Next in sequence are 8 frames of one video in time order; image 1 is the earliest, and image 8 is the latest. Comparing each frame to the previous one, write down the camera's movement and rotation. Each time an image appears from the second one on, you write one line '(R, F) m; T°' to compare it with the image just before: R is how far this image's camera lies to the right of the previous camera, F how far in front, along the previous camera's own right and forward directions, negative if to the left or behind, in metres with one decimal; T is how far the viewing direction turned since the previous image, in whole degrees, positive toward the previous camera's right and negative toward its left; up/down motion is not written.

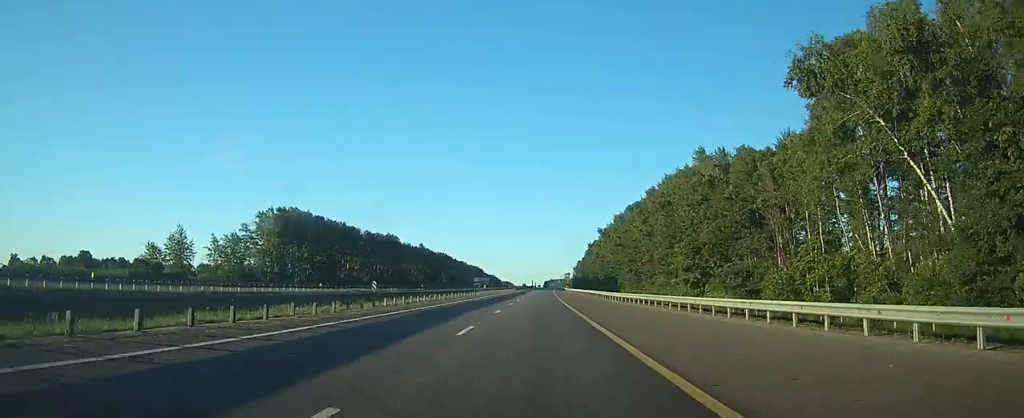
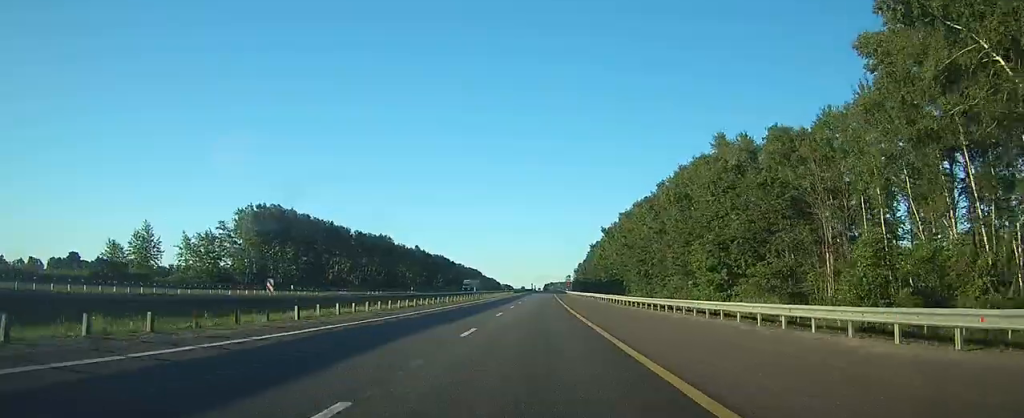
(0.0, +11.4) m; 0°
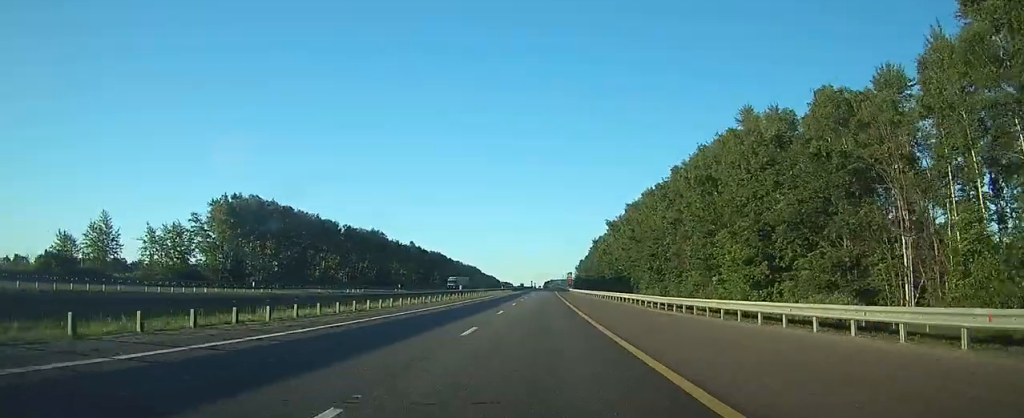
(0.0, +12.3) m; 0°
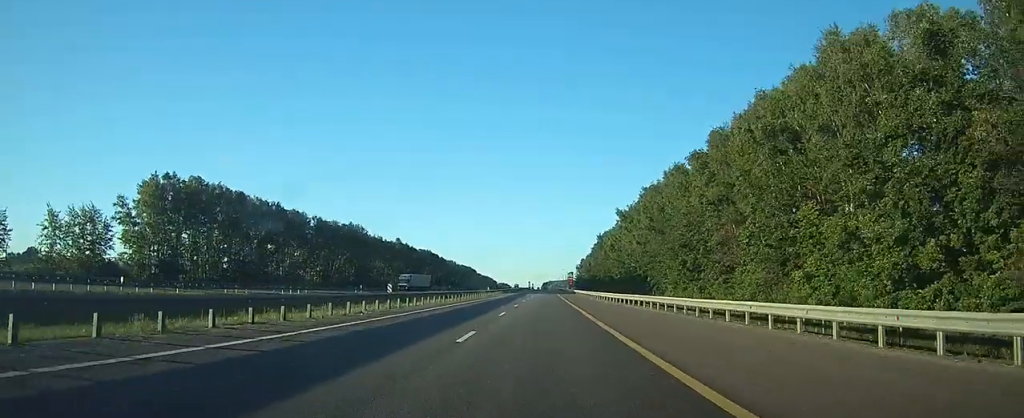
(0.0, +25.4) m; 0°
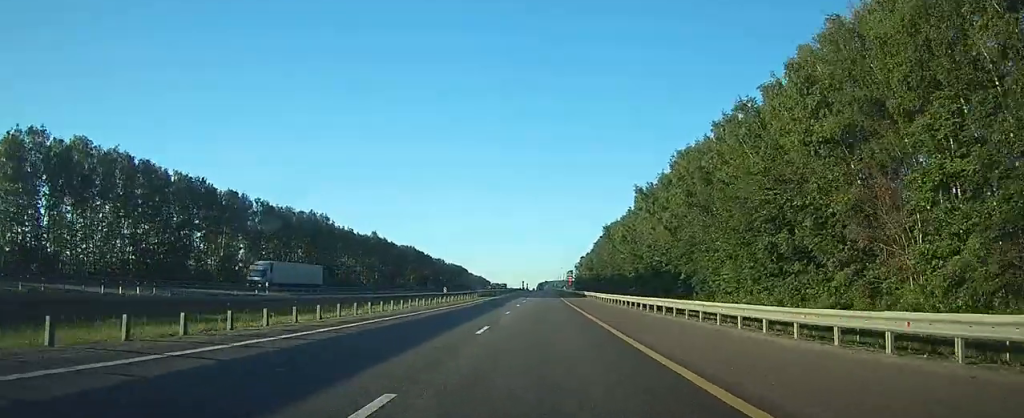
(0.0, +33.0) m; 0°
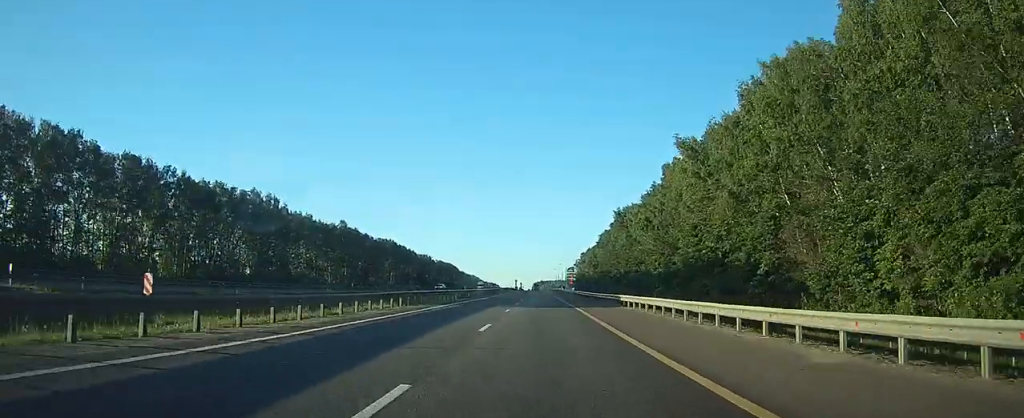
(+0.1, +34.8) m; 0°
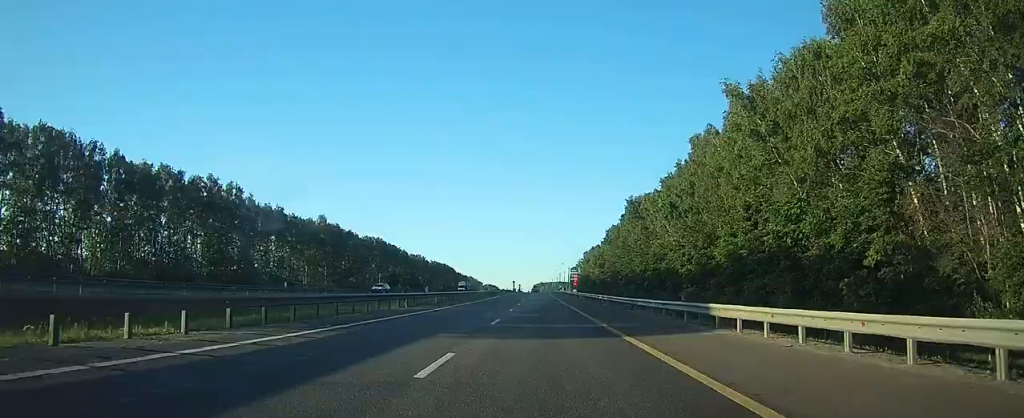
(0.0, +20.1) m; 0°
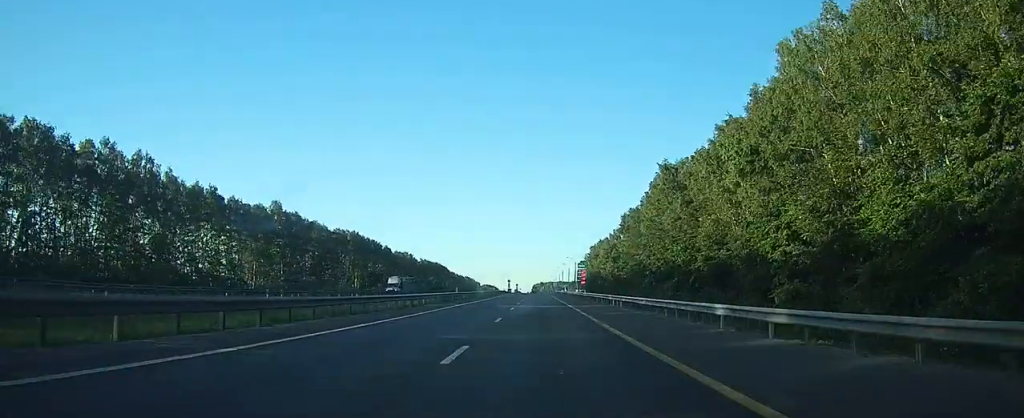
(+0.2, +33.8) m; 0°
